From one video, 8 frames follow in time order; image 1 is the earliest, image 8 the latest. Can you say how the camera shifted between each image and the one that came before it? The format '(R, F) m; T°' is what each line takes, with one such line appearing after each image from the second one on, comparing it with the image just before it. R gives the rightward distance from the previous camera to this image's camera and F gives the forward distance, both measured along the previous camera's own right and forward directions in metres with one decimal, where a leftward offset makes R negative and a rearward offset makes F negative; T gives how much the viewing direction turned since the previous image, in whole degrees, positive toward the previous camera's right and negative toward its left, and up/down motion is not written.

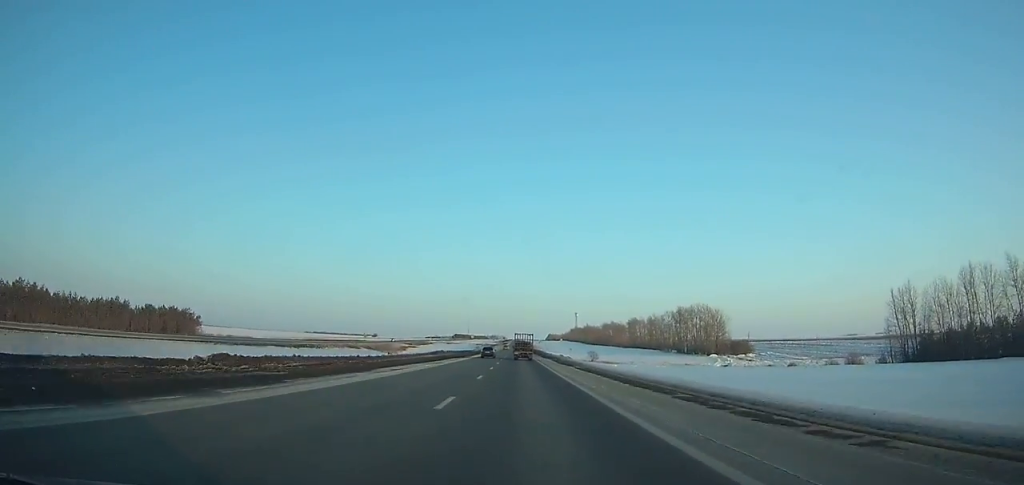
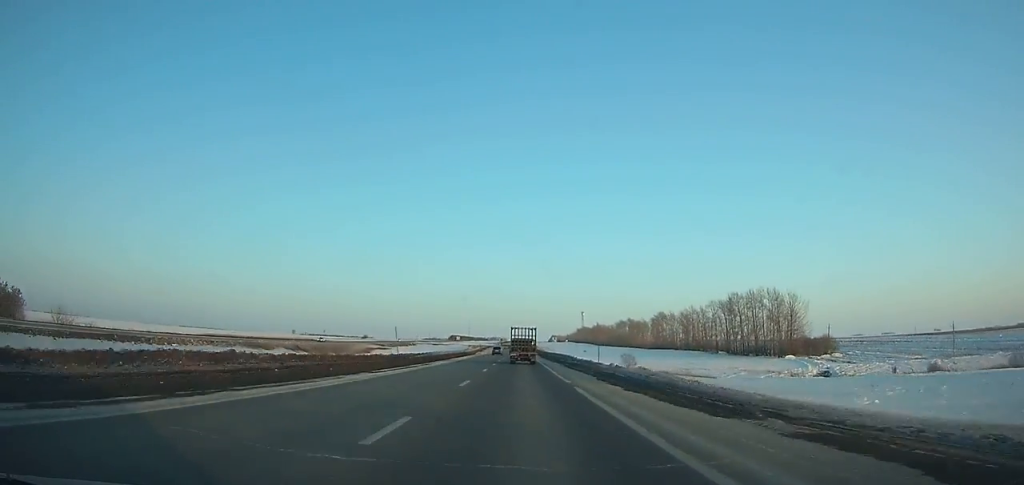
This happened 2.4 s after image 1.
(-0.2, +63.1) m; -1°
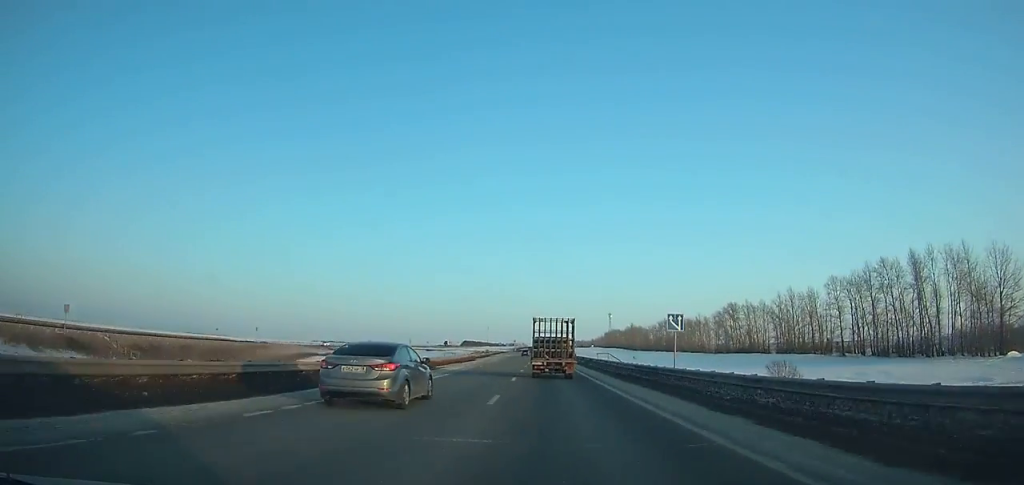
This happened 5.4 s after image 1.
(-0.8, +78.4) m; 0°
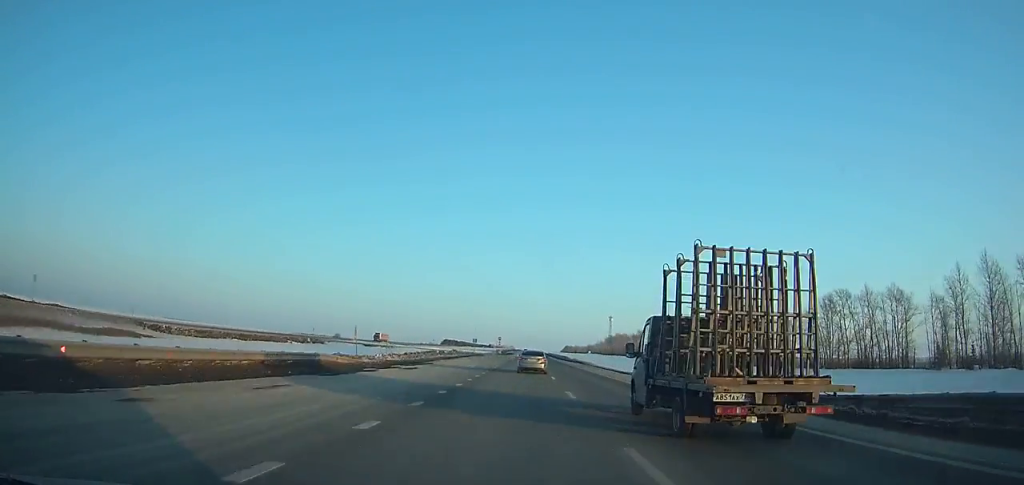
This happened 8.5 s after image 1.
(+0.3, +83.0) m; +1°
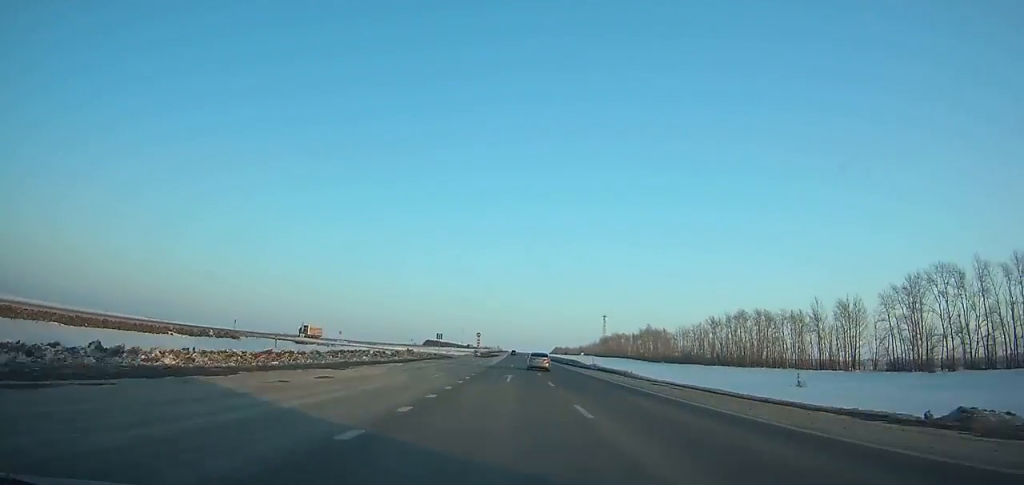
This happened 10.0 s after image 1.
(+0.1, +41.2) m; +1°
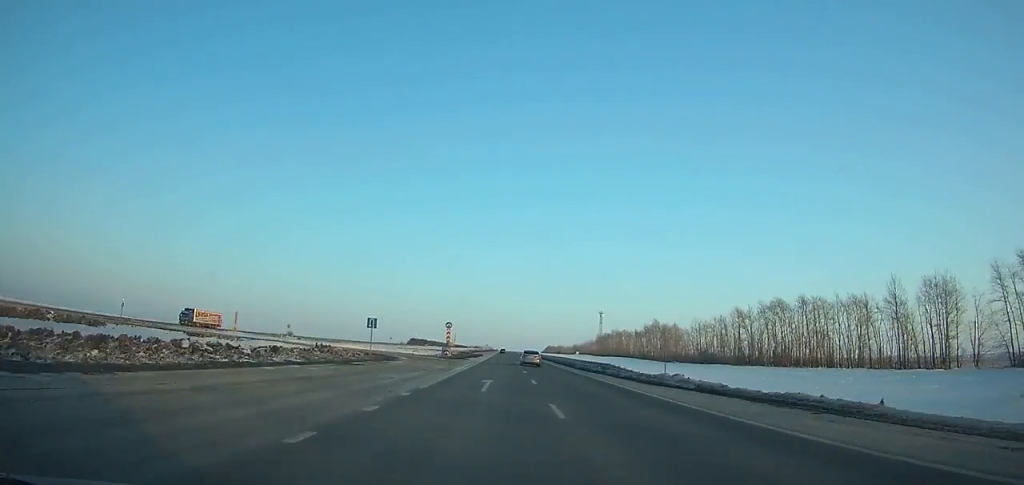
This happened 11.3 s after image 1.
(+0.5, +36.9) m; 0°
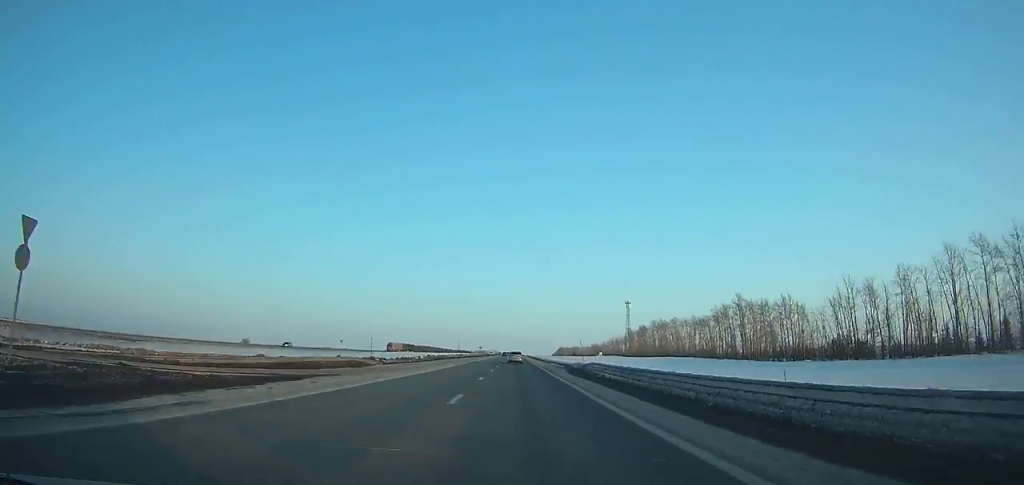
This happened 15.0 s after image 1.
(-0.1, +106.1) m; 0°
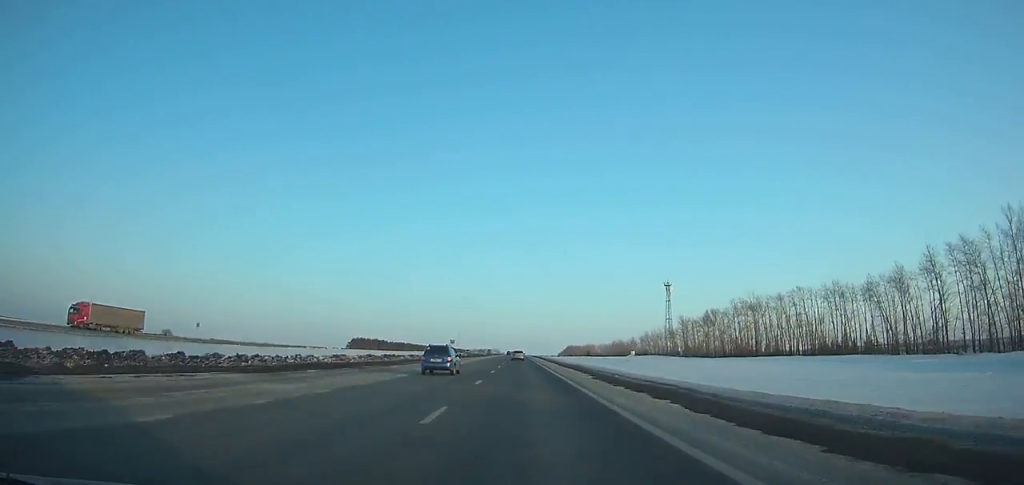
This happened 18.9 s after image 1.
(-0.6, +113.9) m; 0°
